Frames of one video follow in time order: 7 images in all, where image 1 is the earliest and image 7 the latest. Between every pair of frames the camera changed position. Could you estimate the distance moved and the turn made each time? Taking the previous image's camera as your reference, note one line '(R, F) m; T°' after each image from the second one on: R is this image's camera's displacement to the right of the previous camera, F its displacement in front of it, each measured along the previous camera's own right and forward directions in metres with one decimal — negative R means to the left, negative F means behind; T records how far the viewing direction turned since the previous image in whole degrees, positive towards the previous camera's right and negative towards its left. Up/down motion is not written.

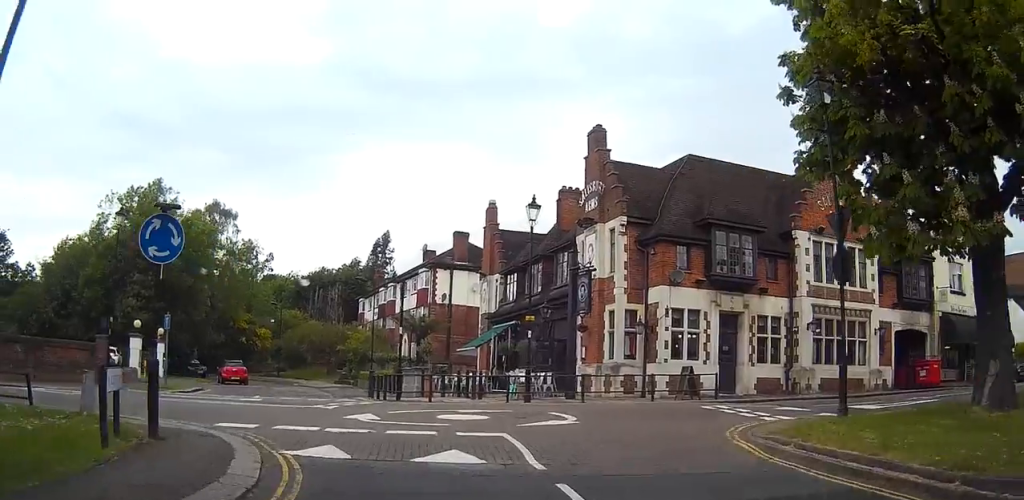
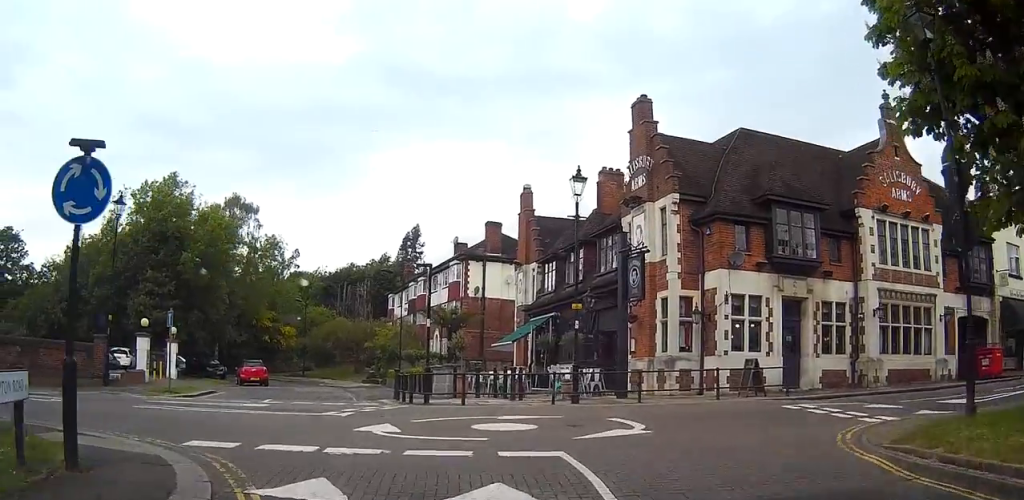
(-0.1, +2.8) m; -1°
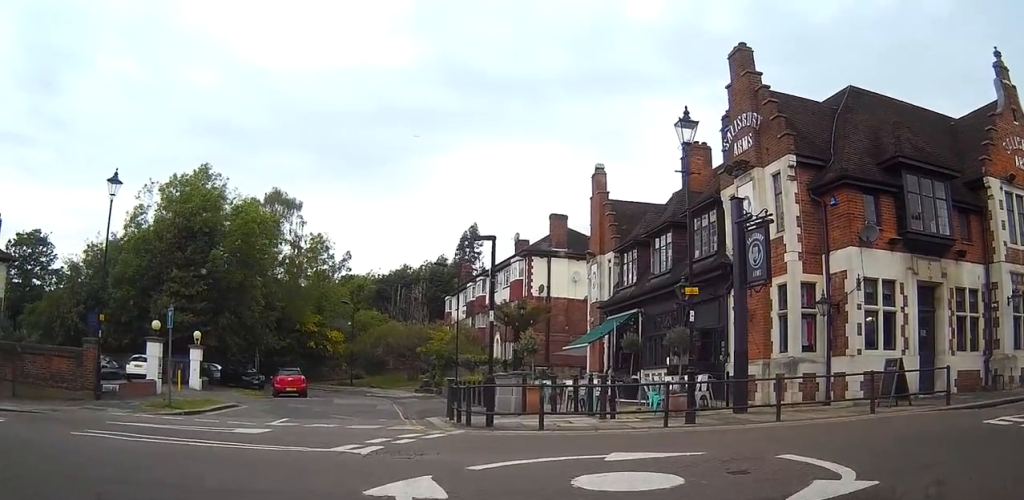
(0.0, +5.8) m; 0°
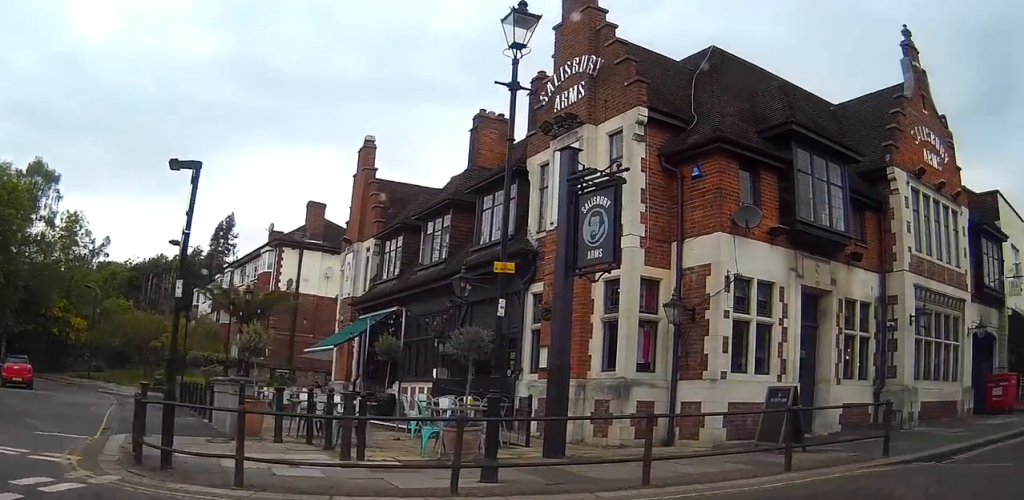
(+0.8, +5.7) m; +29°
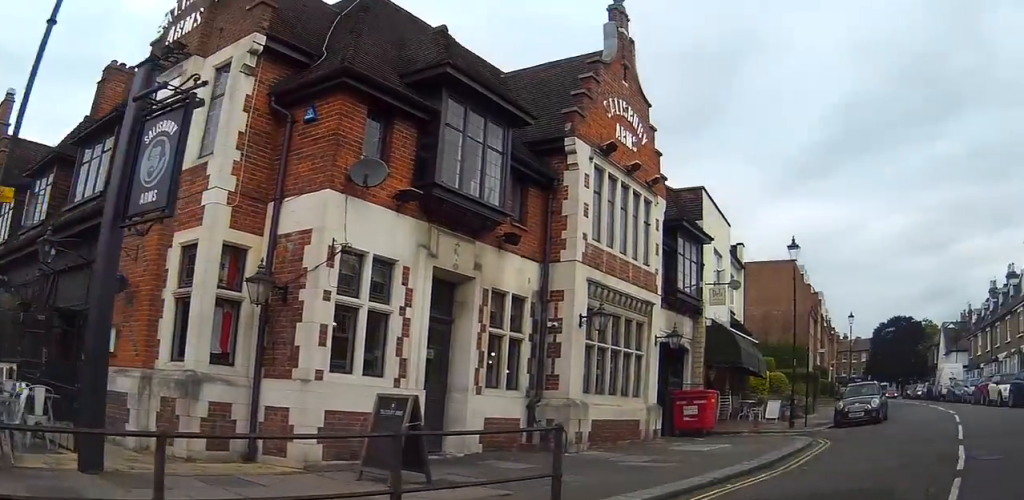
(+0.5, +2.5) m; +22°
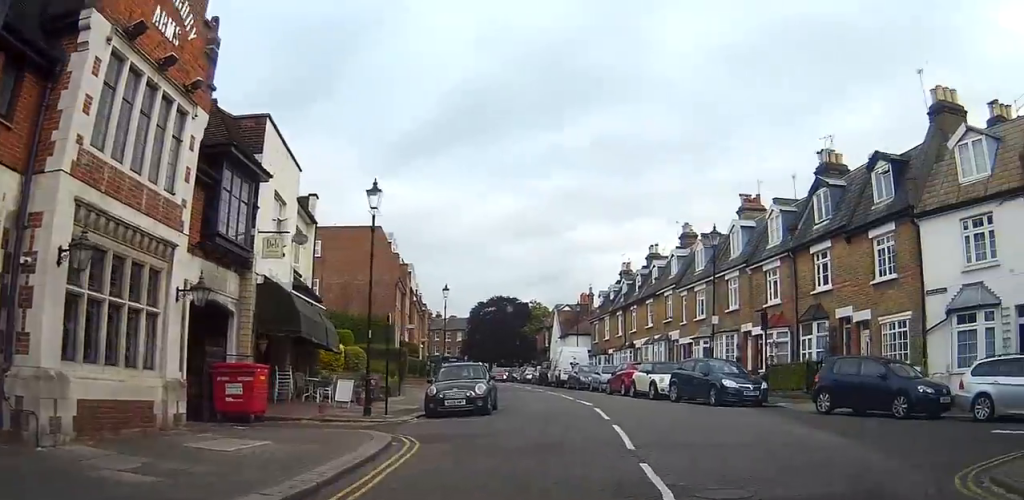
(+0.9, +3.4) m; +22°
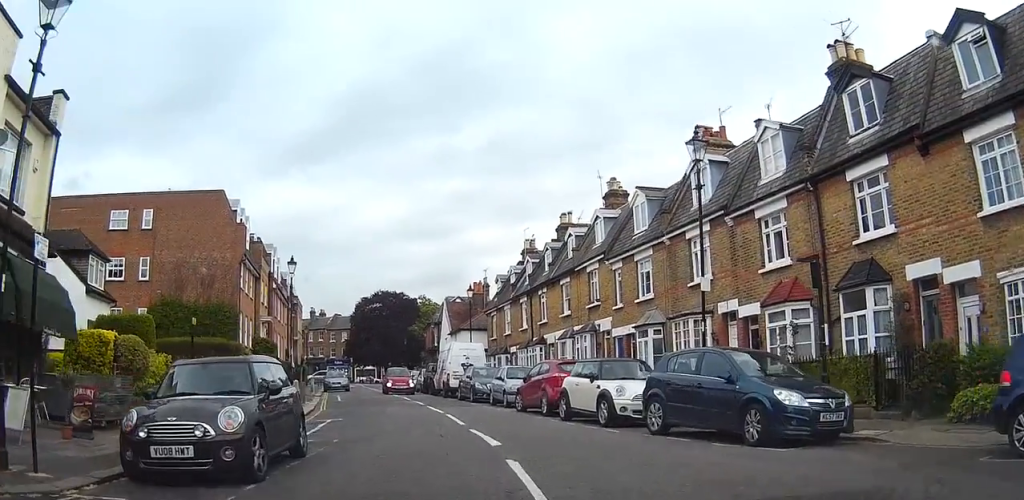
(+1.8, +8.6) m; +15°
